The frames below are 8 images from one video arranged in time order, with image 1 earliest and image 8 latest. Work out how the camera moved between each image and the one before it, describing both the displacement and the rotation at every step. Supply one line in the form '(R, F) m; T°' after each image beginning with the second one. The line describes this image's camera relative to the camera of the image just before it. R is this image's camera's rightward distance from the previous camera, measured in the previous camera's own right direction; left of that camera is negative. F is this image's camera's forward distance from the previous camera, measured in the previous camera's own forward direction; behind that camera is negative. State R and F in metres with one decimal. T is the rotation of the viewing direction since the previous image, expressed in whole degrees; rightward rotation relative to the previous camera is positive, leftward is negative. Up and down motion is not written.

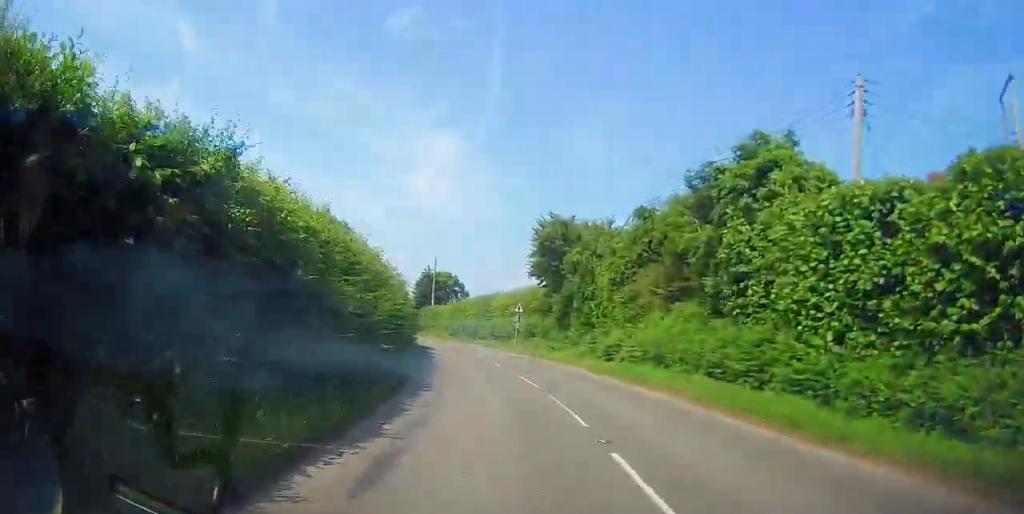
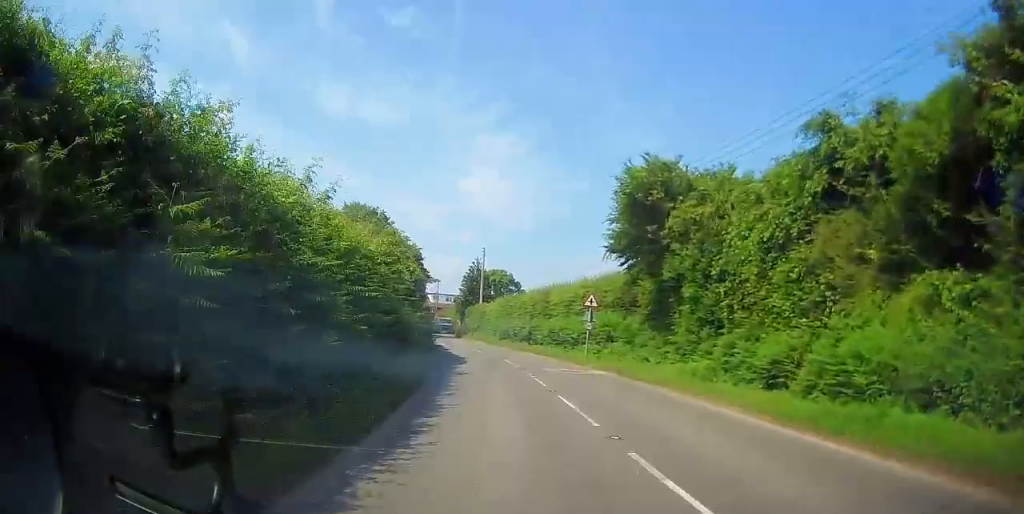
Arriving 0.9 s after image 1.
(-0.4, +11.6) m; -4°
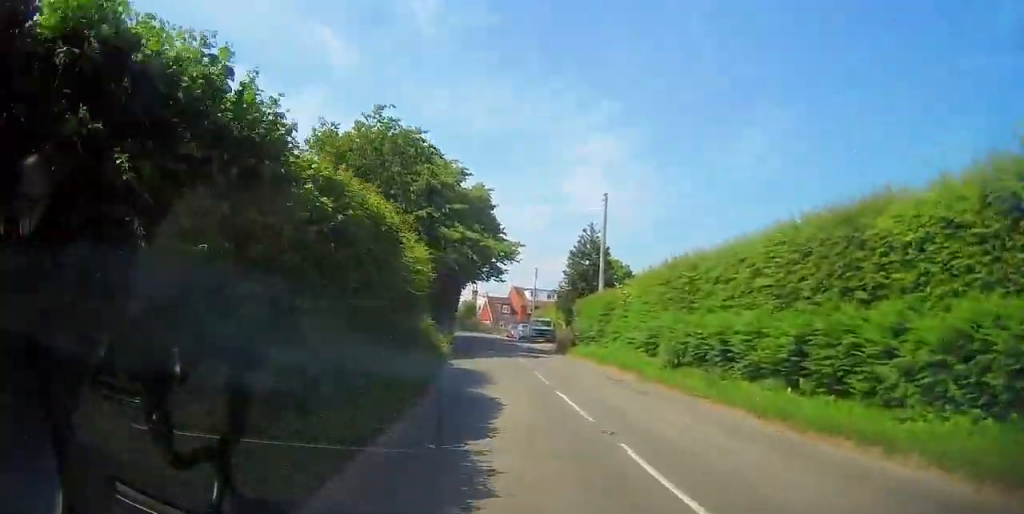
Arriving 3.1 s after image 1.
(-2.2, +28.5) m; -7°
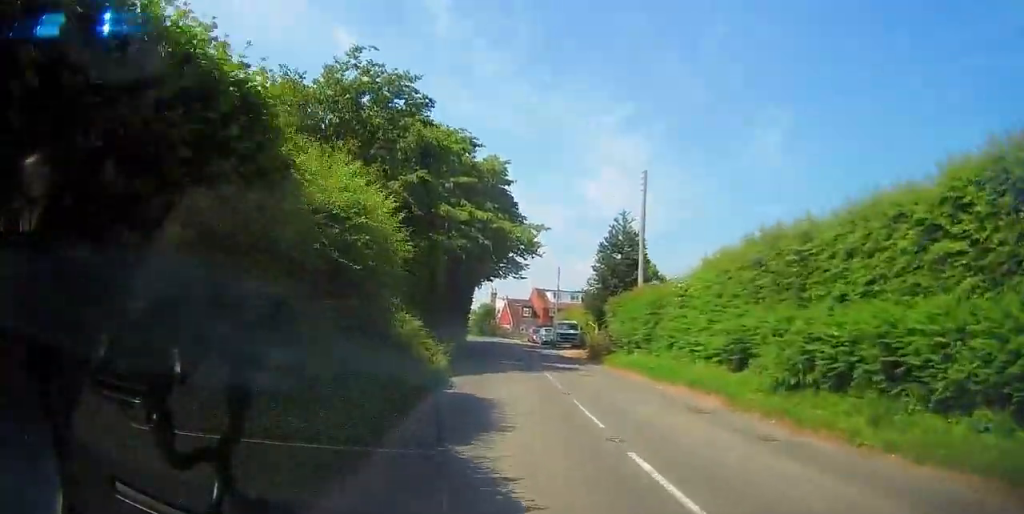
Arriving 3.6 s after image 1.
(-0.1, +6.3) m; -1°
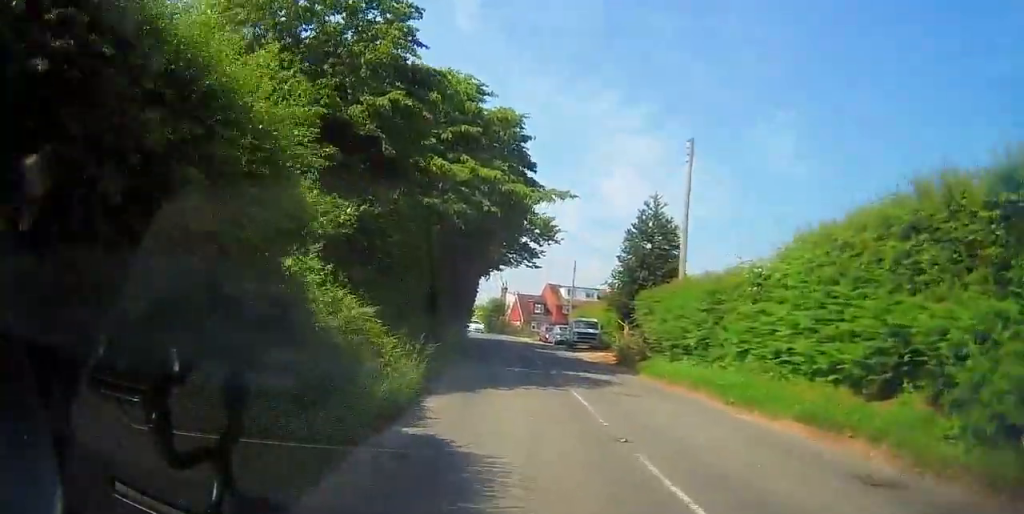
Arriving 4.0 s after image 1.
(0.0, +5.8) m; -2°
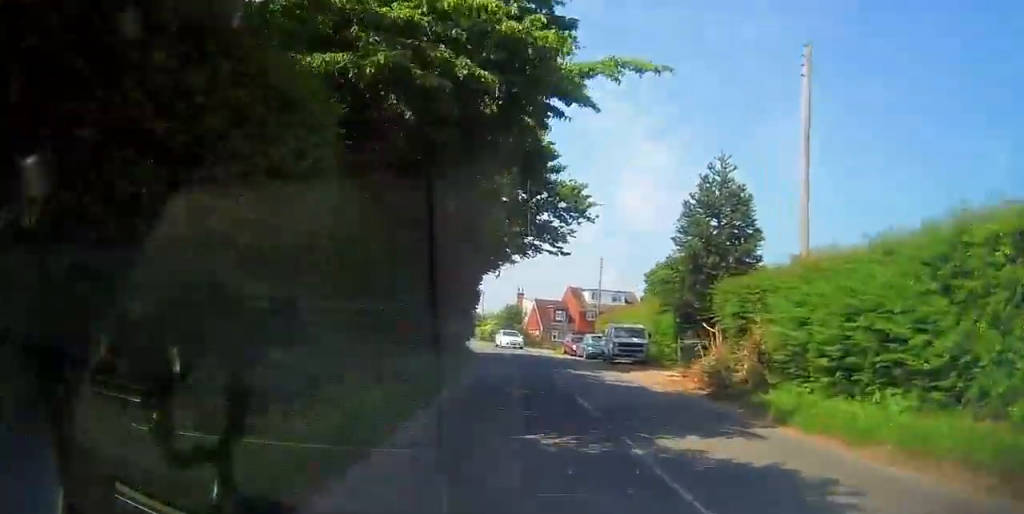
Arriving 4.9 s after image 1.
(-0.3, +10.2) m; -2°
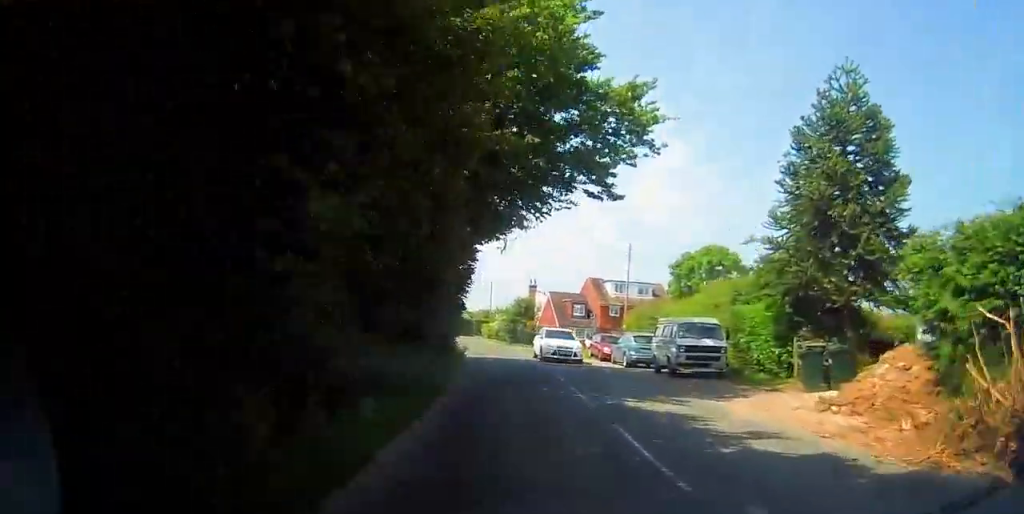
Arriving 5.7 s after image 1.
(-0.3, +10.6) m; -1°
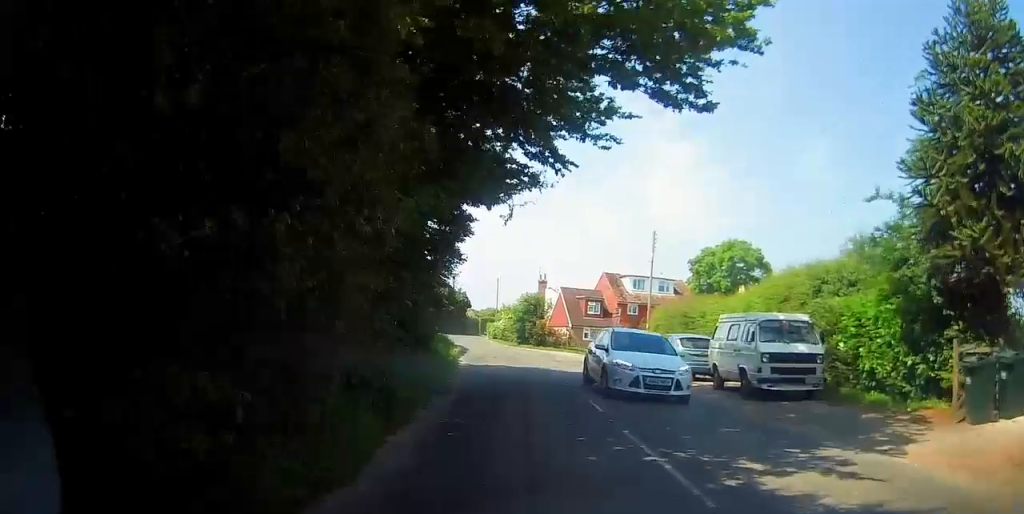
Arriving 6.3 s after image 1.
(+0.3, +6.6) m; 0°
